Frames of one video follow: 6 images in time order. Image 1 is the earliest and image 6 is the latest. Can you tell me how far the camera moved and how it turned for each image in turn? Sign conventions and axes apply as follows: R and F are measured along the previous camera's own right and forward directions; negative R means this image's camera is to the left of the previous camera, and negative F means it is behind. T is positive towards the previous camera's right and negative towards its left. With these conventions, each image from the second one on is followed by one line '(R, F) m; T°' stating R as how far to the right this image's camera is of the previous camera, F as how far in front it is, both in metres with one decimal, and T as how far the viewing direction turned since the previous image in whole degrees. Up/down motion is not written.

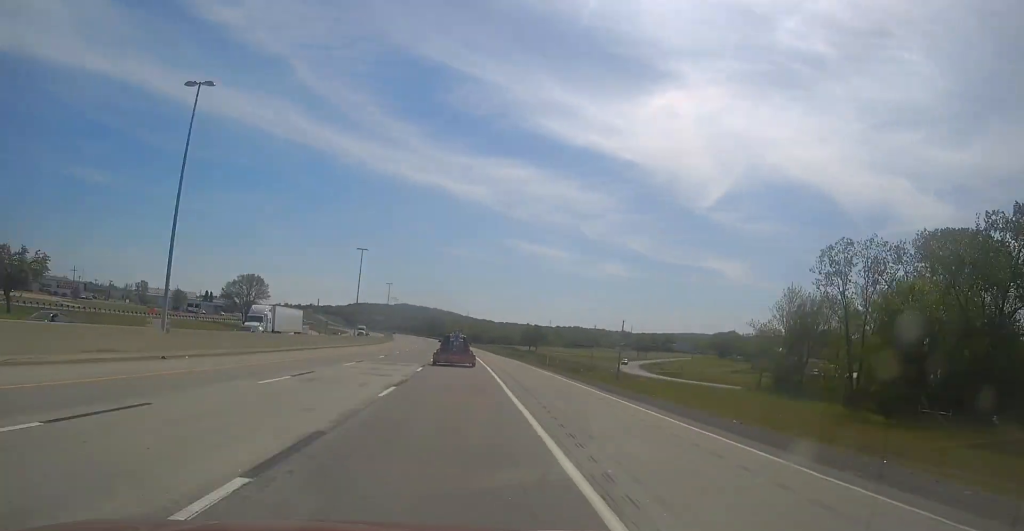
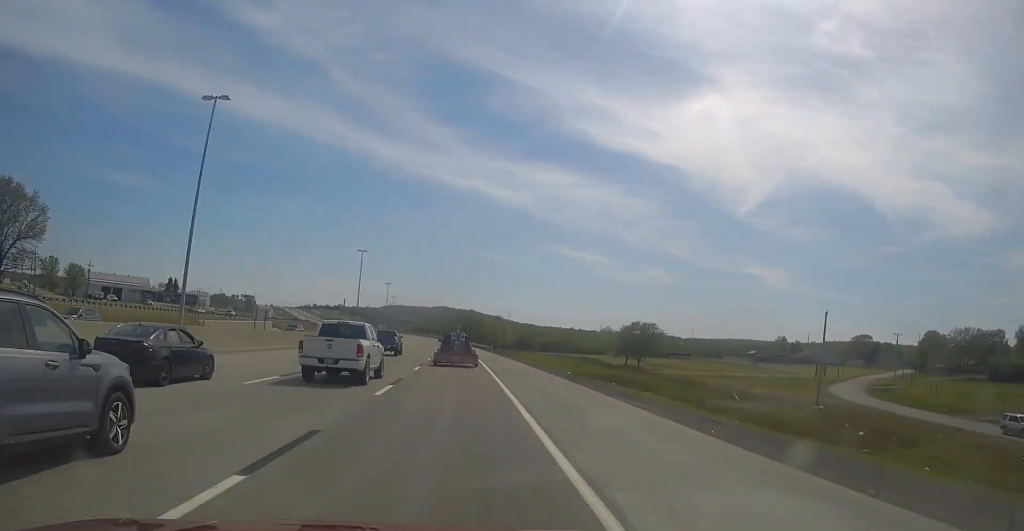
(-9.5, +114.2) m; -4°
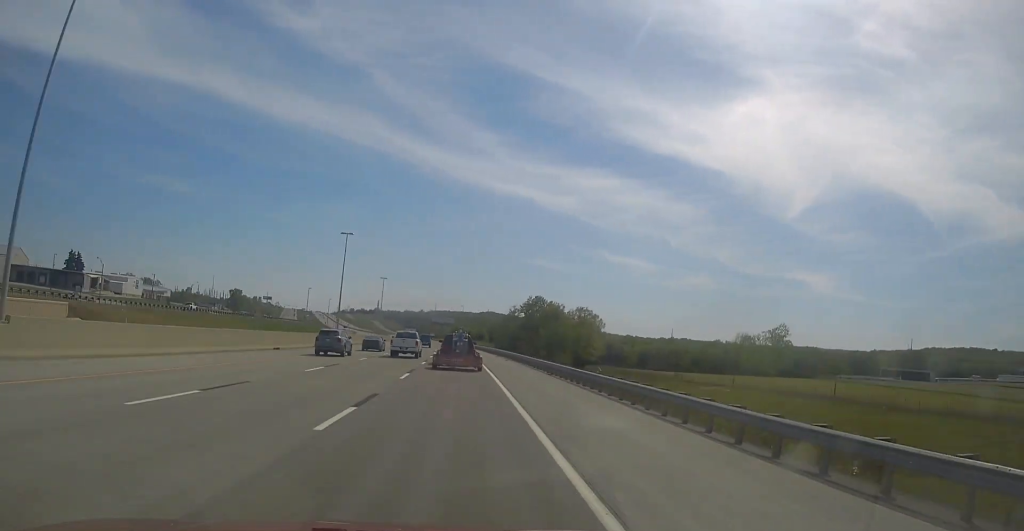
(-2.2, +133.8) m; -4°
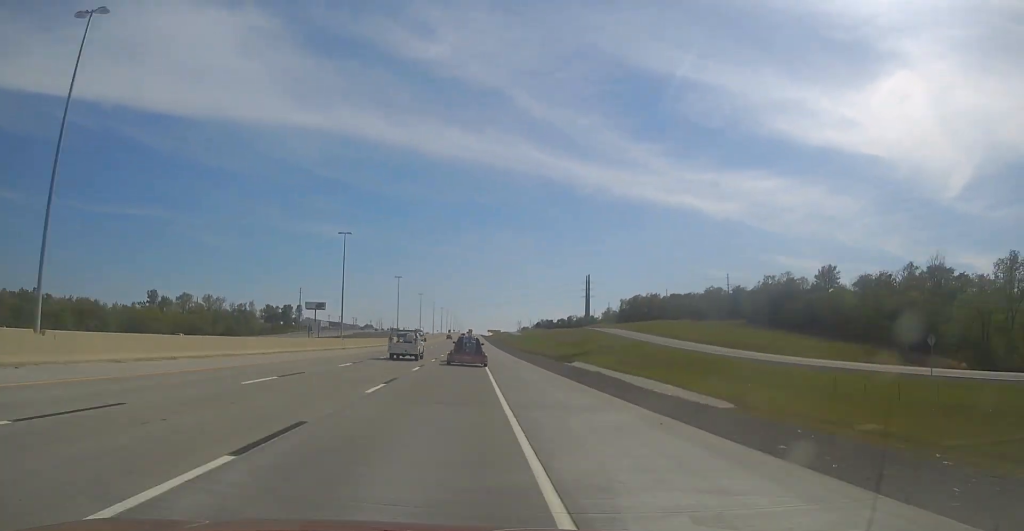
(-88.9, +629.1) m; -11°
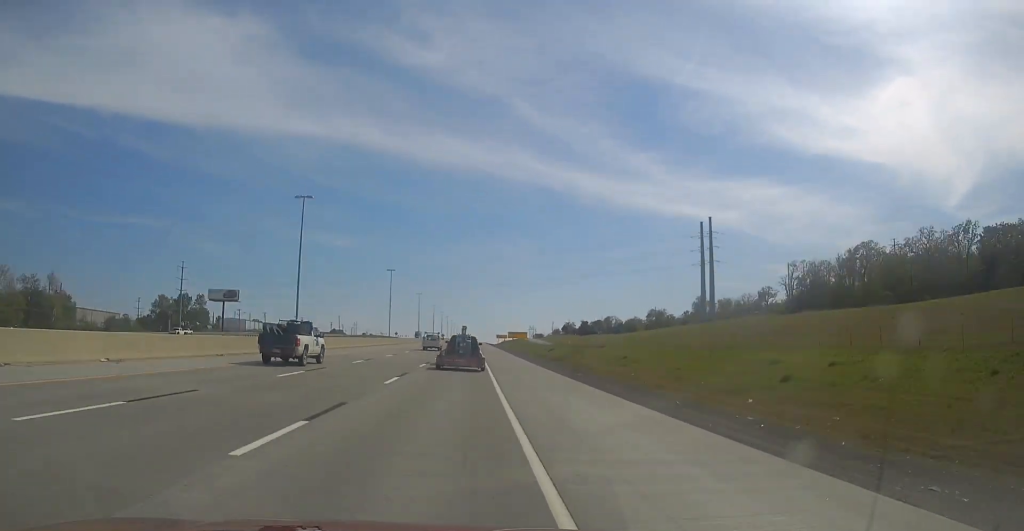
(+0.2, +169.6) m; 0°
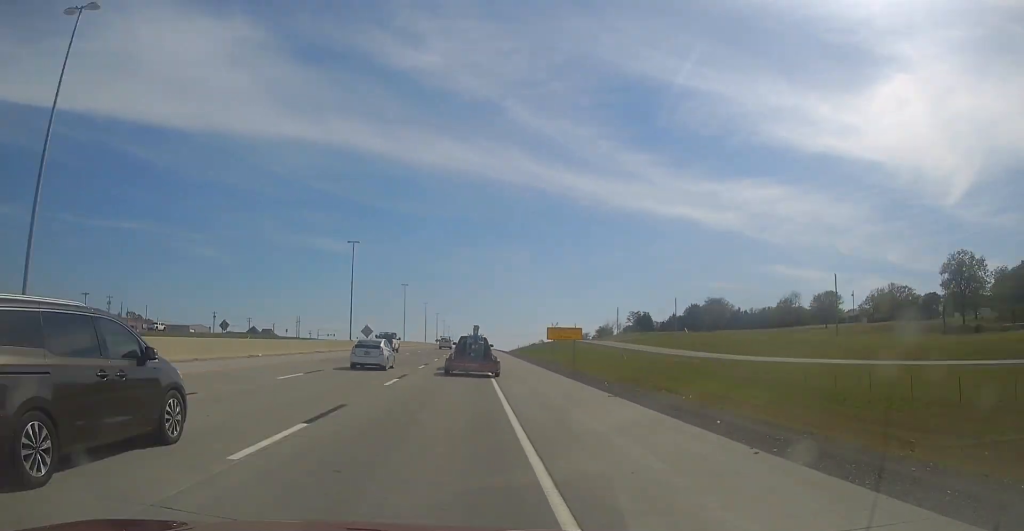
(+0.2, +209.7) m; 0°
